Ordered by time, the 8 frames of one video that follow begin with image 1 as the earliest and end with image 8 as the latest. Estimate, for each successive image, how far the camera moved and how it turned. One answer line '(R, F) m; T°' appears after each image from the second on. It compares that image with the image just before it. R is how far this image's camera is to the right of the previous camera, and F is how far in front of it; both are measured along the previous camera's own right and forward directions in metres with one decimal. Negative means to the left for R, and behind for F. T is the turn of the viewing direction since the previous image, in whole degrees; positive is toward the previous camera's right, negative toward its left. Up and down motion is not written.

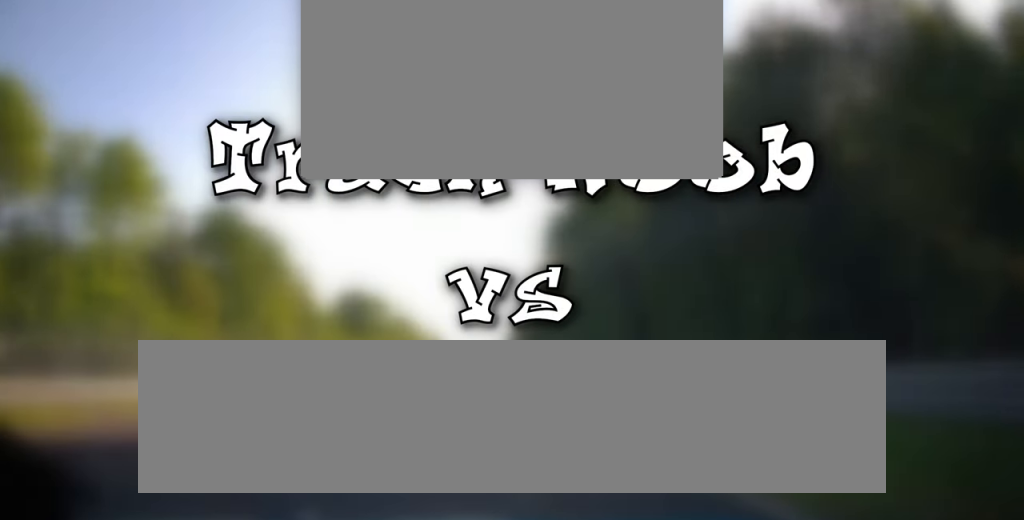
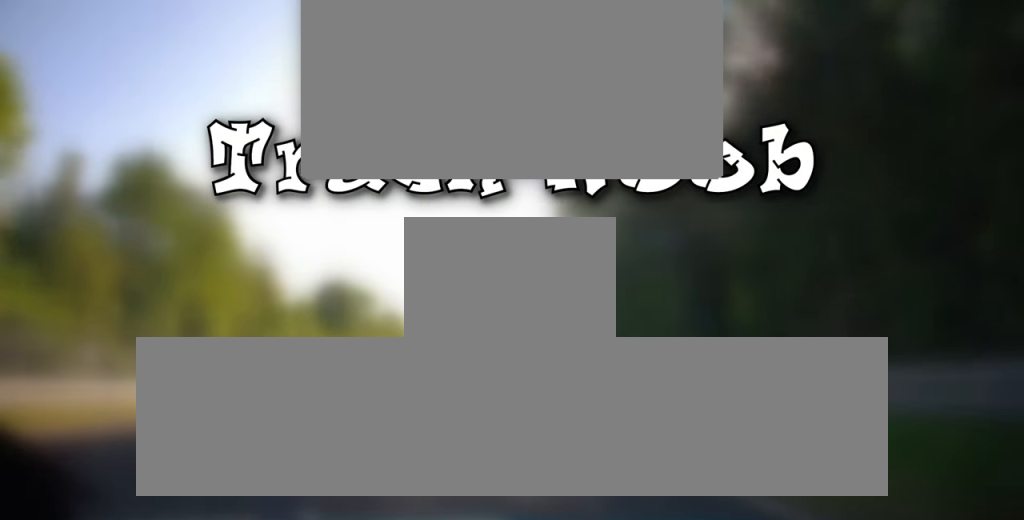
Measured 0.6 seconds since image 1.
(-0.1, +11.7) m; -2°
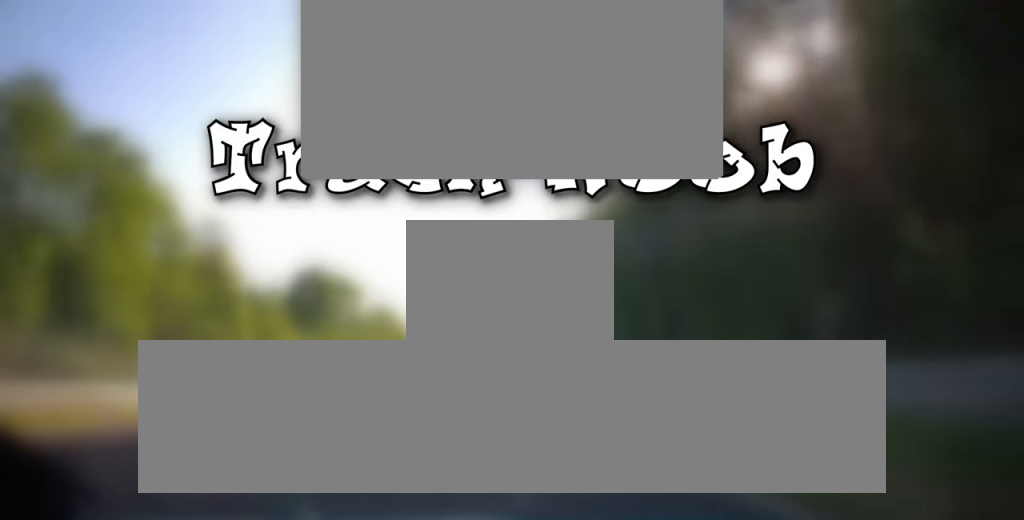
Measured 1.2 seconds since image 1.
(-0.3, +11.4) m; -1°
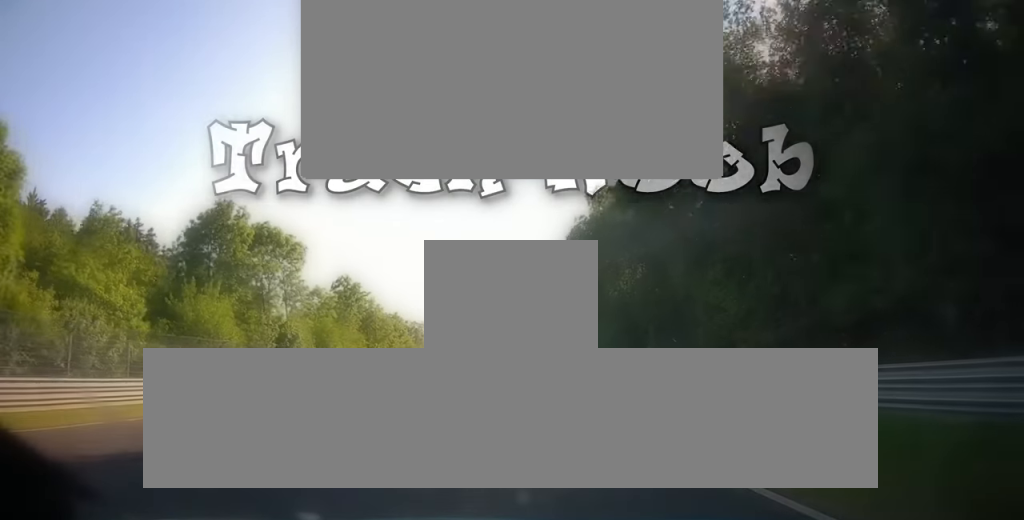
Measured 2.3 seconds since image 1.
(-0.4, +28.4) m; 0°
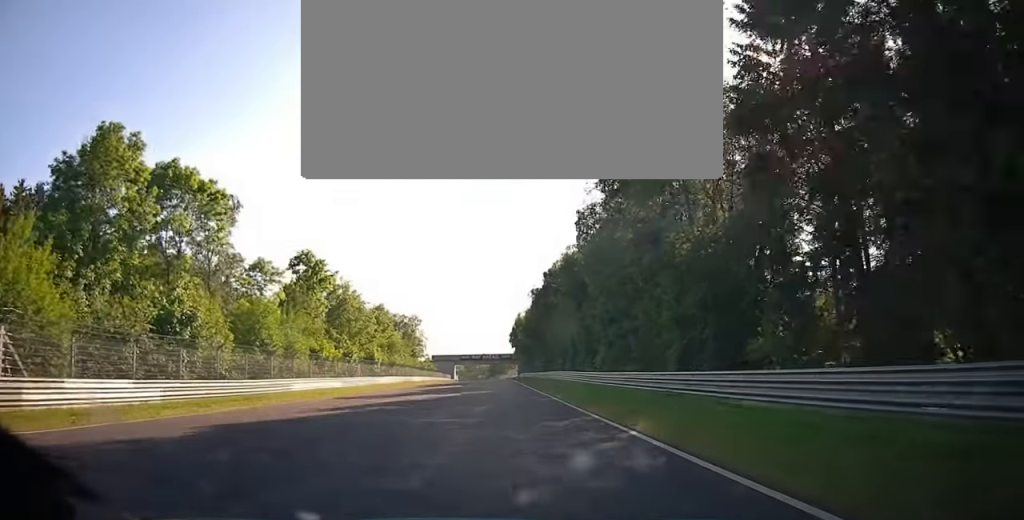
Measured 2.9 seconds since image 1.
(+0.2, +17.5) m; +1°
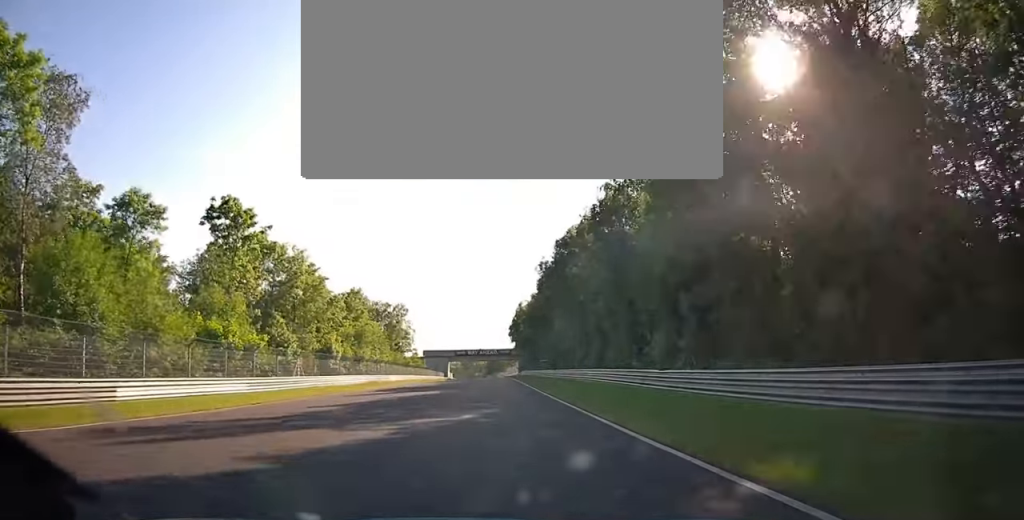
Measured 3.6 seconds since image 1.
(+0.2, +20.3) m; +1°
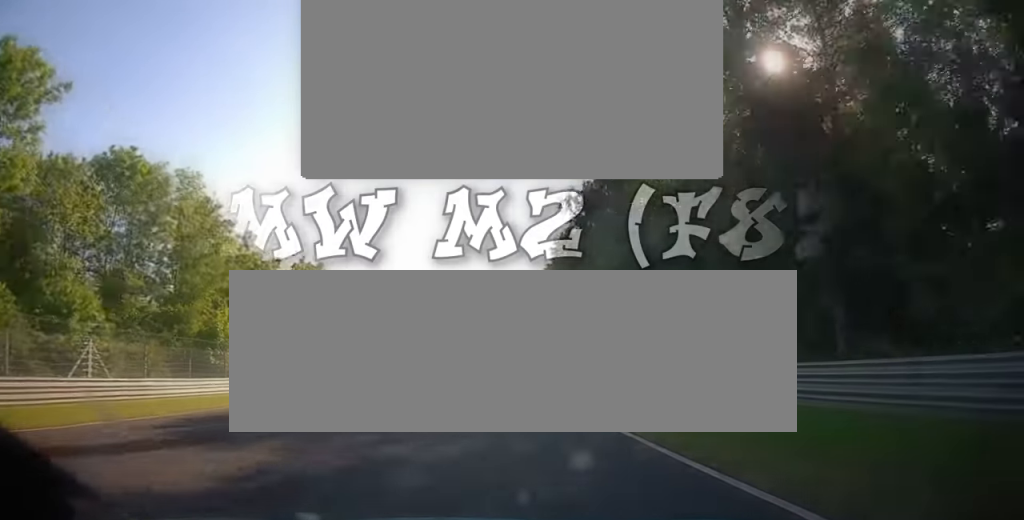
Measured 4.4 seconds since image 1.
(0.0, +25.7) m; 0°
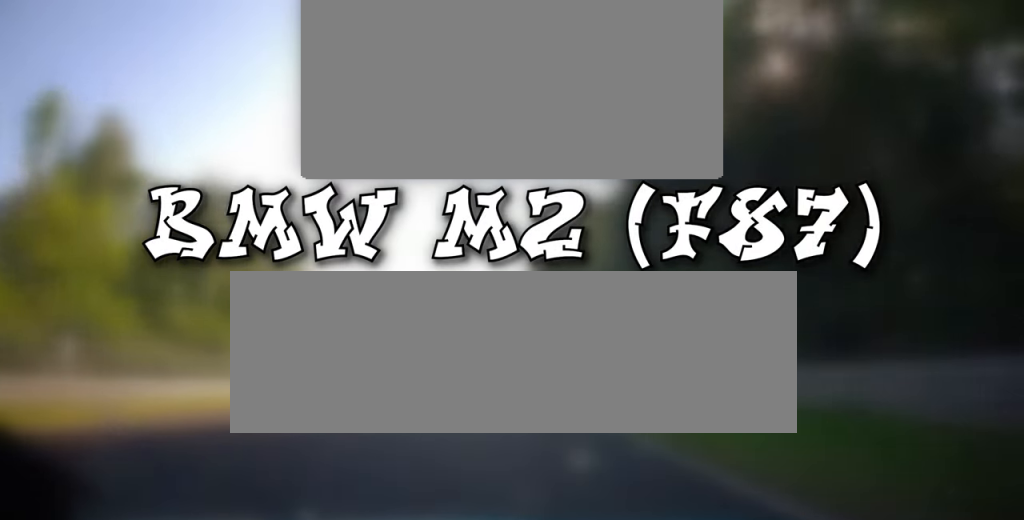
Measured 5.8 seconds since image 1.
(+0.1, +50.9) m; 0°
